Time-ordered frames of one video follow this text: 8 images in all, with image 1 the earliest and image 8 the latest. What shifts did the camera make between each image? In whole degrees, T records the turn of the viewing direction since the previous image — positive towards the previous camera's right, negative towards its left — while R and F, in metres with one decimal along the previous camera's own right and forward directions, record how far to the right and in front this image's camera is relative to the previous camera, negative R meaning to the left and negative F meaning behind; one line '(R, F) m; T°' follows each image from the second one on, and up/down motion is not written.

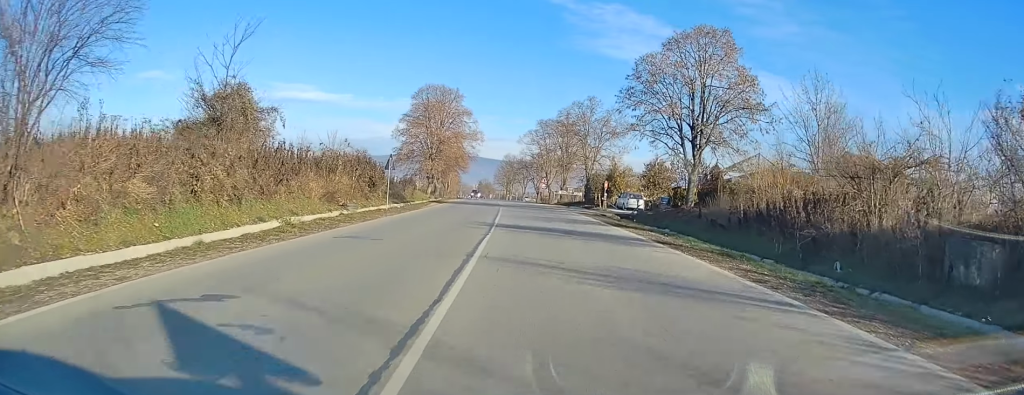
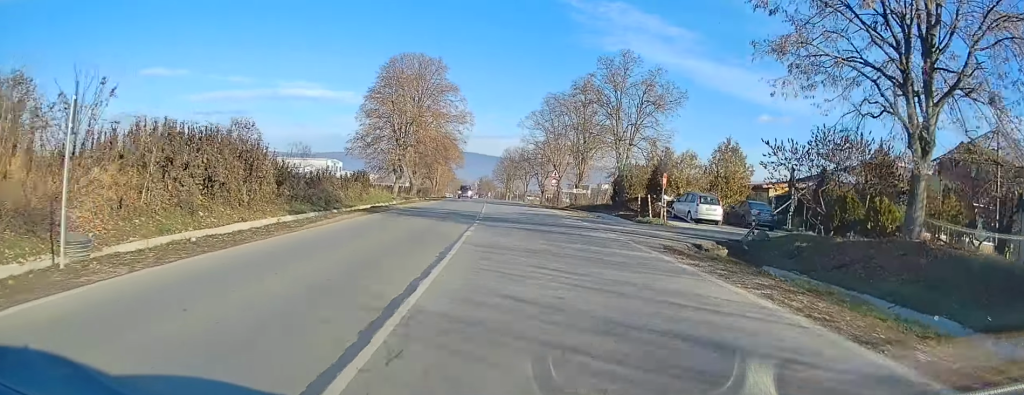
(-0.3, +22.9) m; -1°
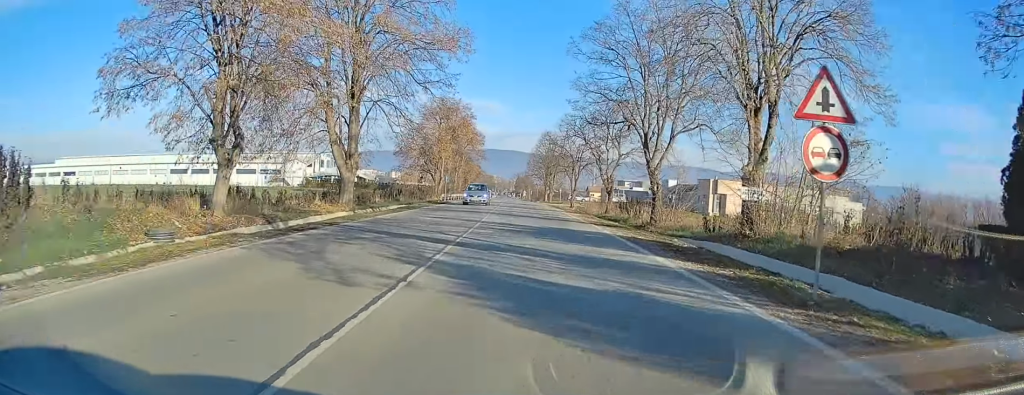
(-0.7, +41.4) m; -3°
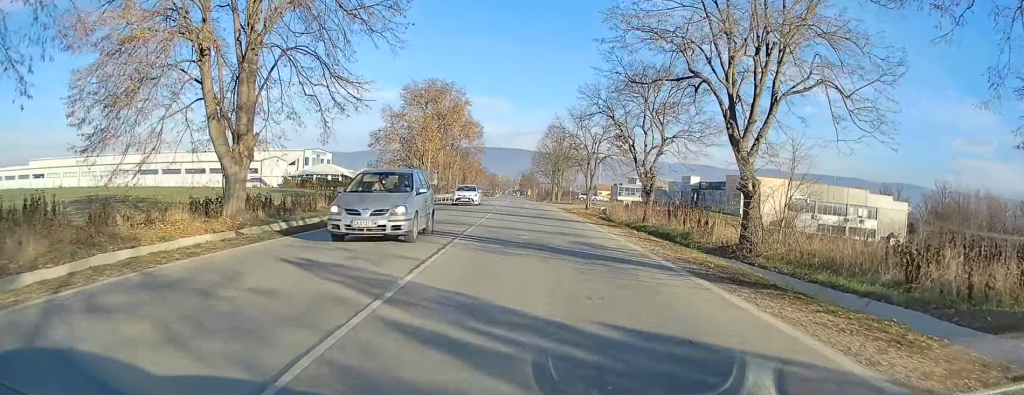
(-0.1, +15.1) m; 0°
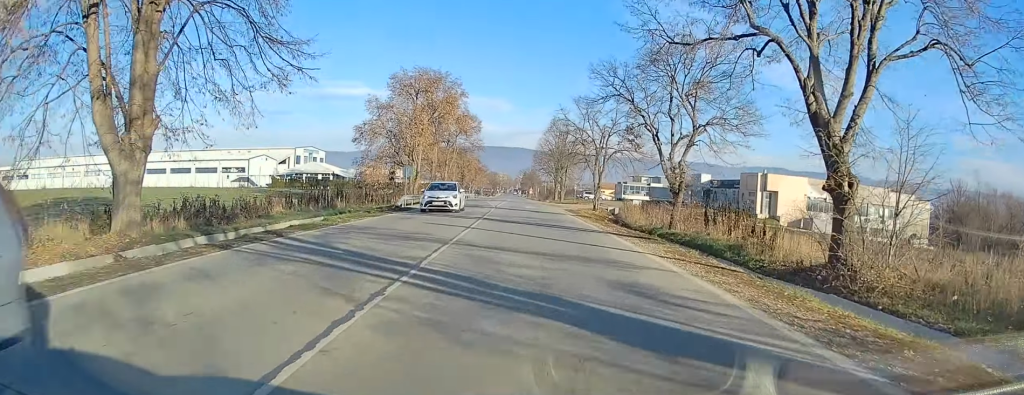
(+0.1, +6.7) m; 0°
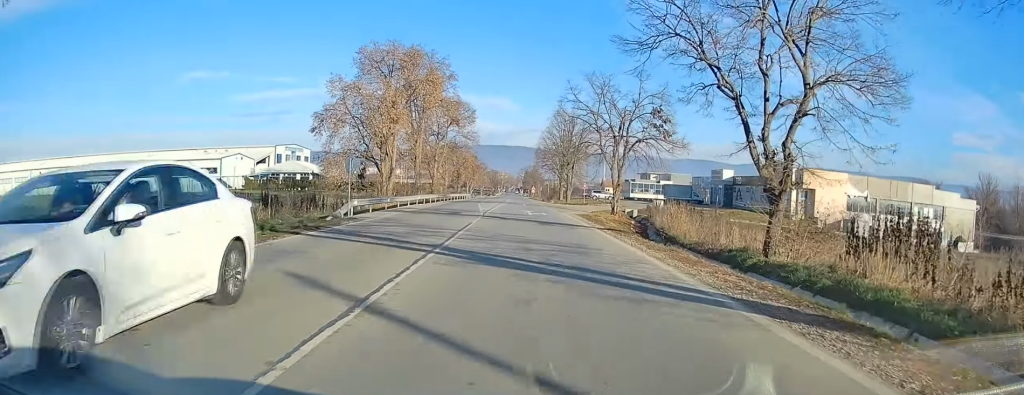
(-0.1, +12.3) m; -1°
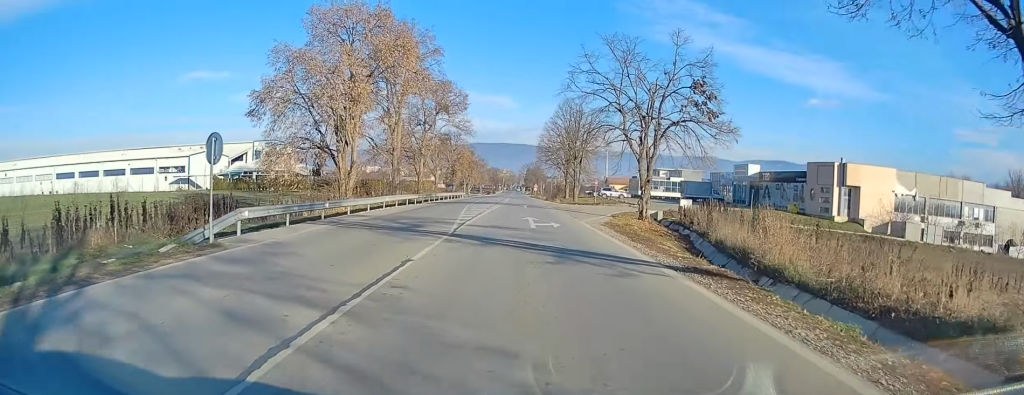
(-0.1, +11.7) m; 0°
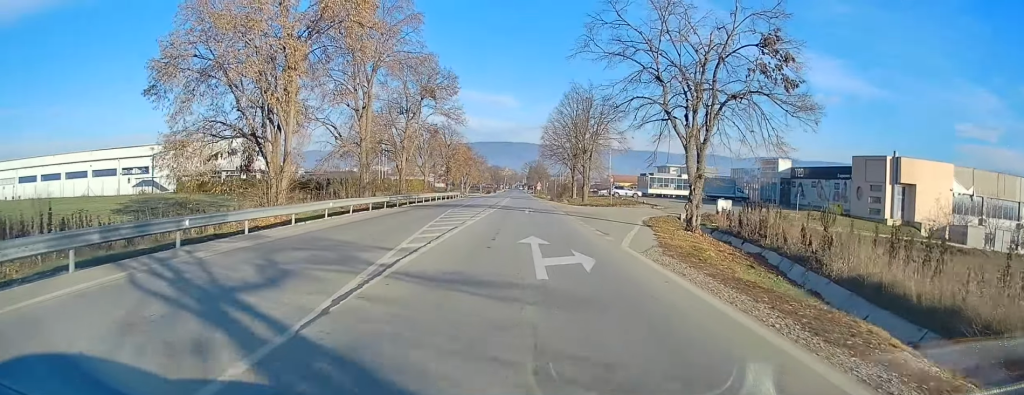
(-0.1, +11.2) m; 0°
